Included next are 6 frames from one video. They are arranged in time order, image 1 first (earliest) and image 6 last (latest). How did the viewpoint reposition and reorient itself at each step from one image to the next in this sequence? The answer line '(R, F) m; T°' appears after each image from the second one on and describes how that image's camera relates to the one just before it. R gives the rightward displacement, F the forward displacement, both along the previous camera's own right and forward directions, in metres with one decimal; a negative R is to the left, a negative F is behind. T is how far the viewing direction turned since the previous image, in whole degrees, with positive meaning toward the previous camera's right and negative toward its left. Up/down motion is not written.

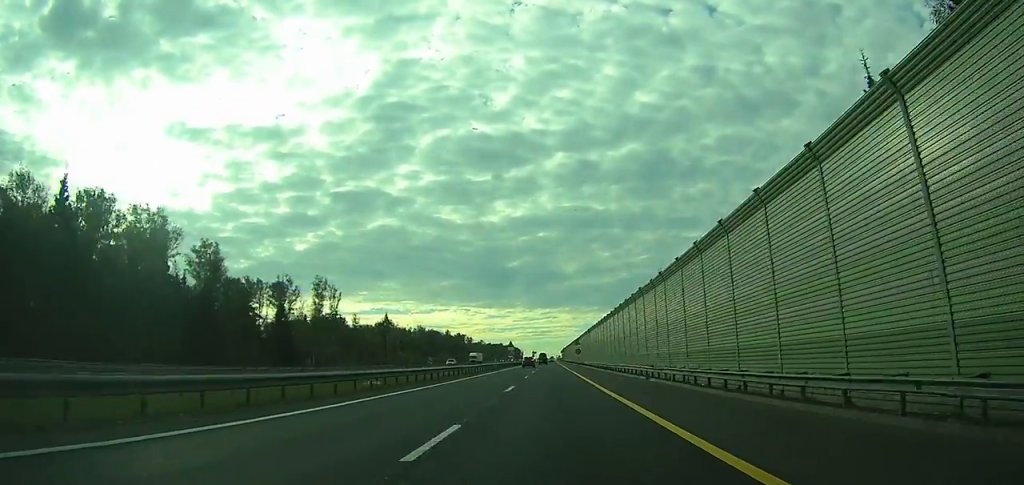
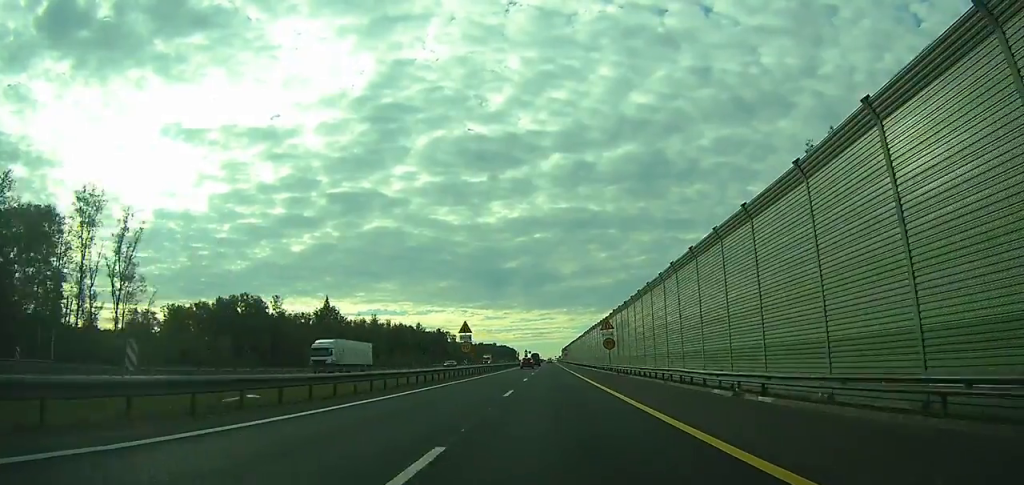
(-0.2, +64.4) m; 0°
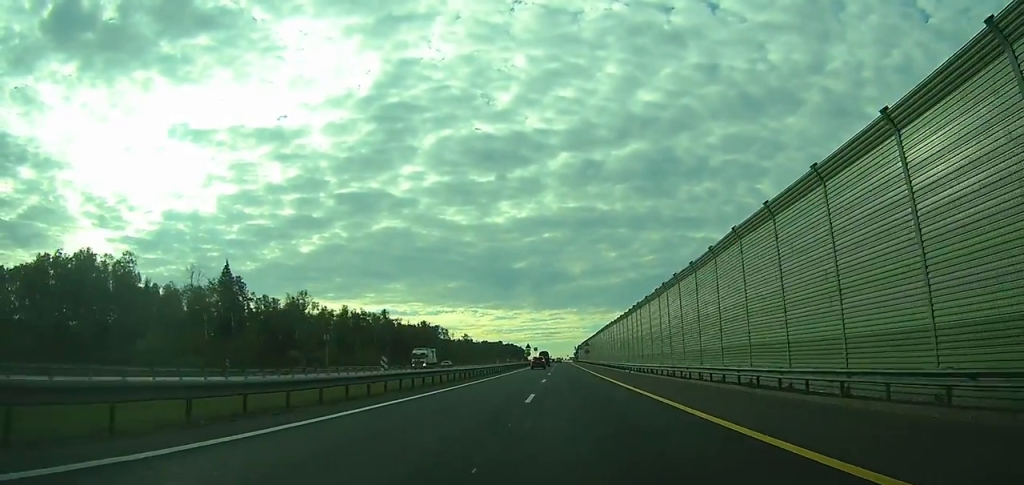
(-0.3, +63.2) m; 0°
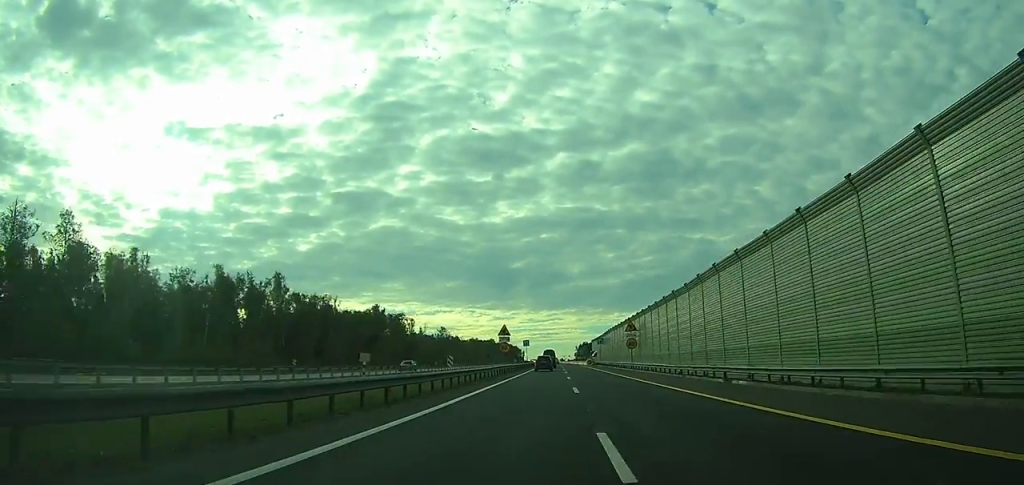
(-0.1, +74.6) m; 0°
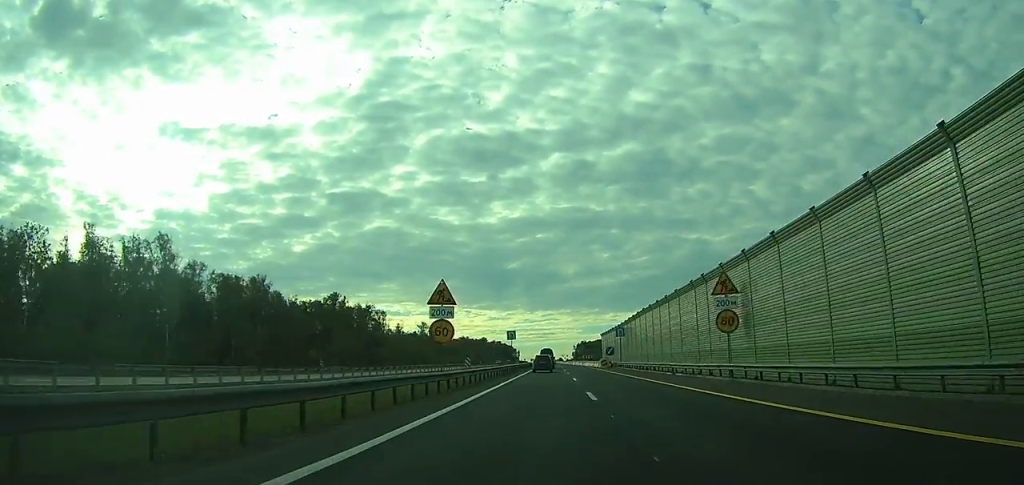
(+0.1, +37.7) m; 0°
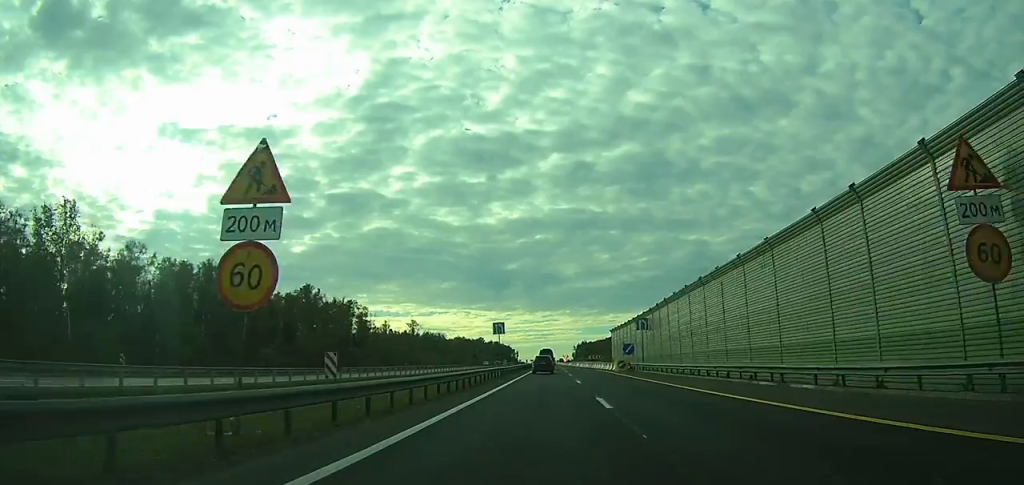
(0.0, +20.0) m; 0°
